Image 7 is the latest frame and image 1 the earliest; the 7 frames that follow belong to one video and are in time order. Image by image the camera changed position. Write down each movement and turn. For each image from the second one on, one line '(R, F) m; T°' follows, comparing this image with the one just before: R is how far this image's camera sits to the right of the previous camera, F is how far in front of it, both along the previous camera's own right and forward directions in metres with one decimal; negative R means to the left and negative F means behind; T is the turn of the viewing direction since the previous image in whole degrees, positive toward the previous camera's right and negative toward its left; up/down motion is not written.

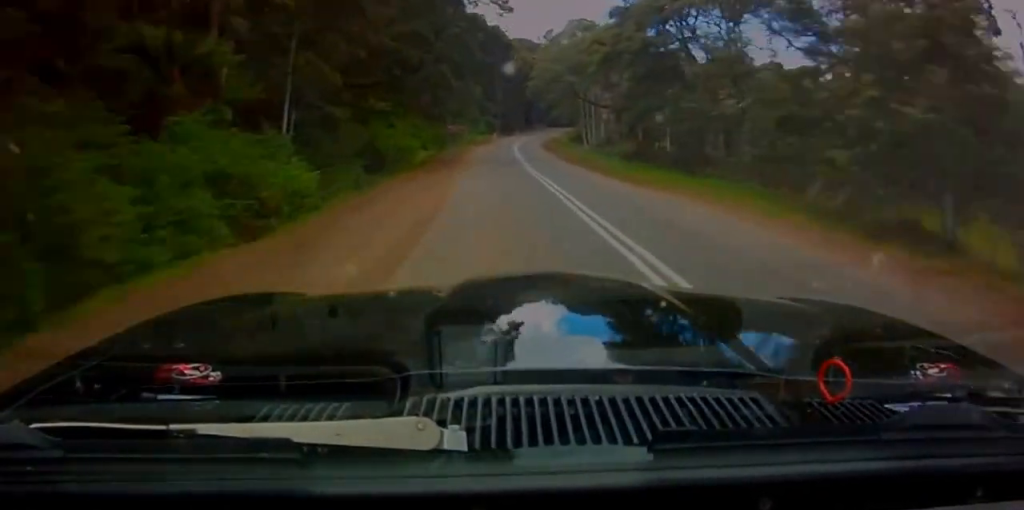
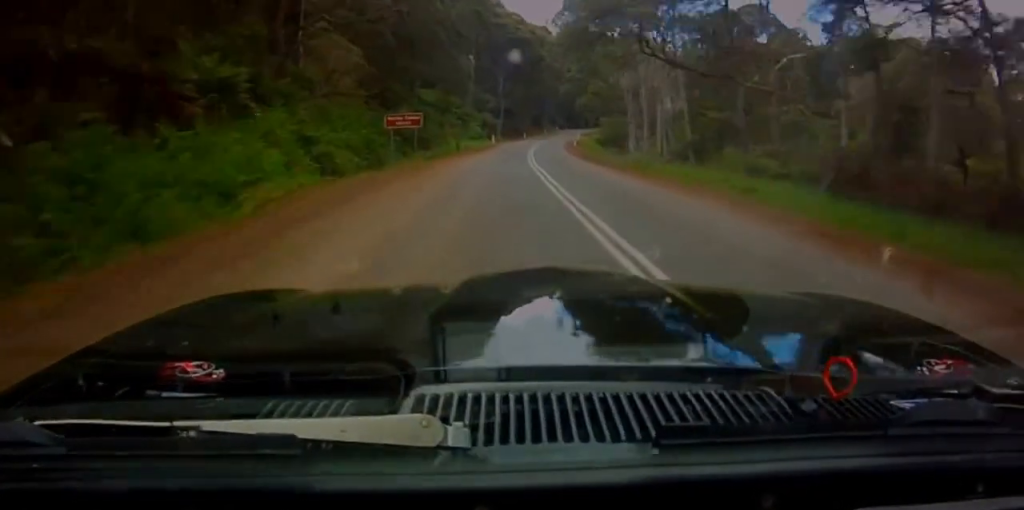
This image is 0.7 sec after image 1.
(0.0, +34.5) m; -1°
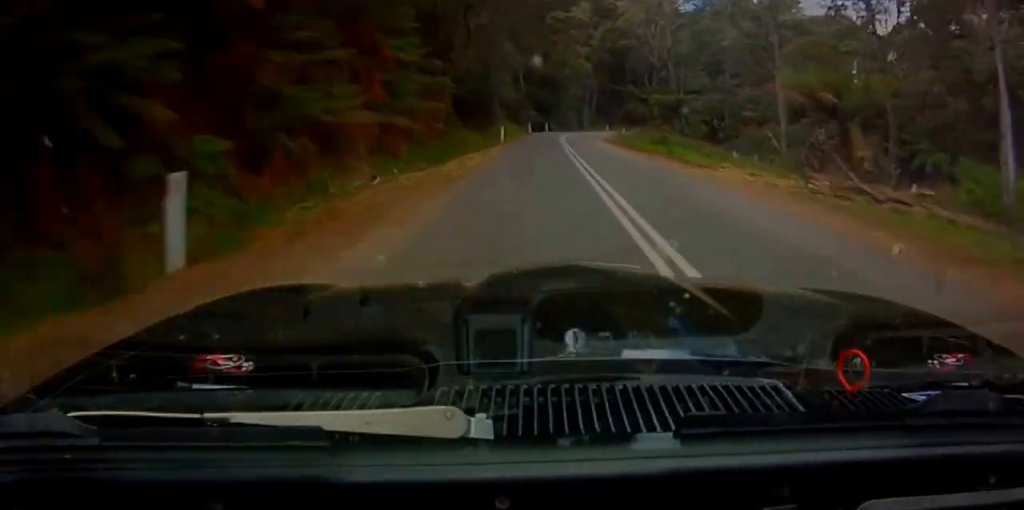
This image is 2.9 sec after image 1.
(-1.8, +100.1) m; +2°
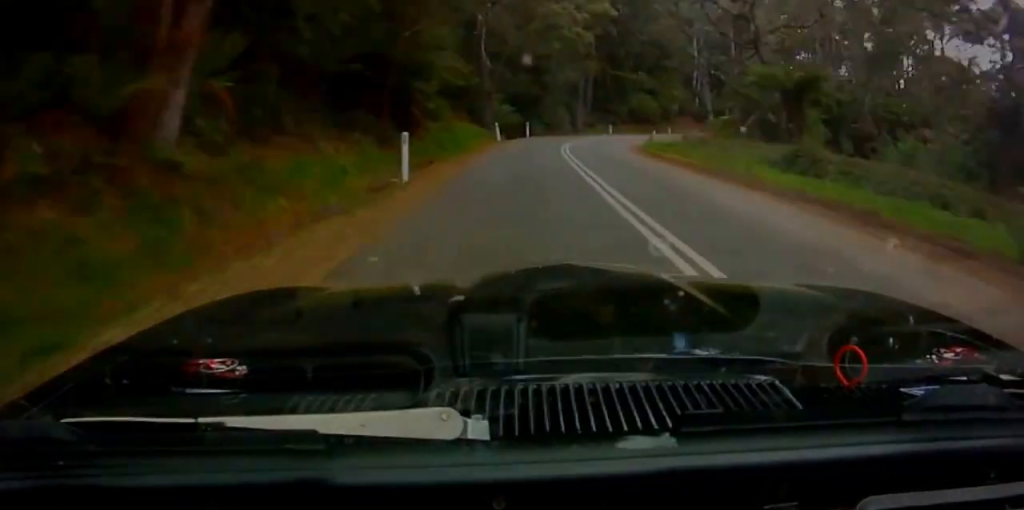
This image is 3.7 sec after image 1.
(+1.2, +30.8) m; +3°
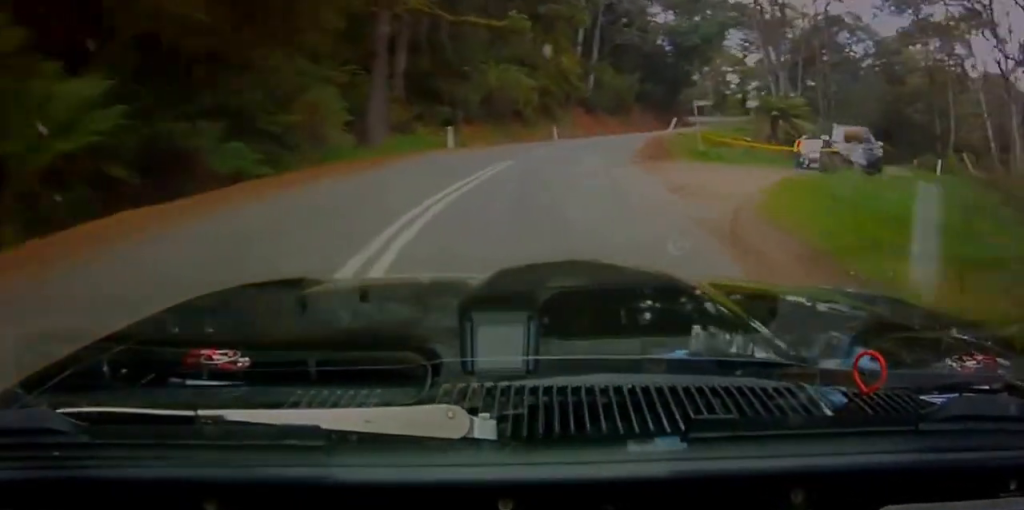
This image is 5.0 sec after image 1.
(+1.8, +45.3) m; +11°
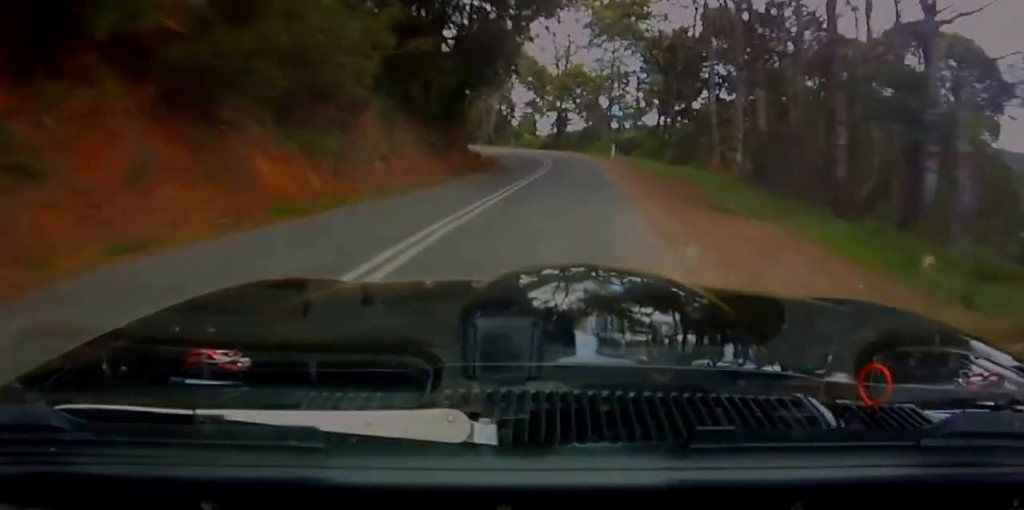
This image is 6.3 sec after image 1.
(+8.0, +41.1) m; +16°
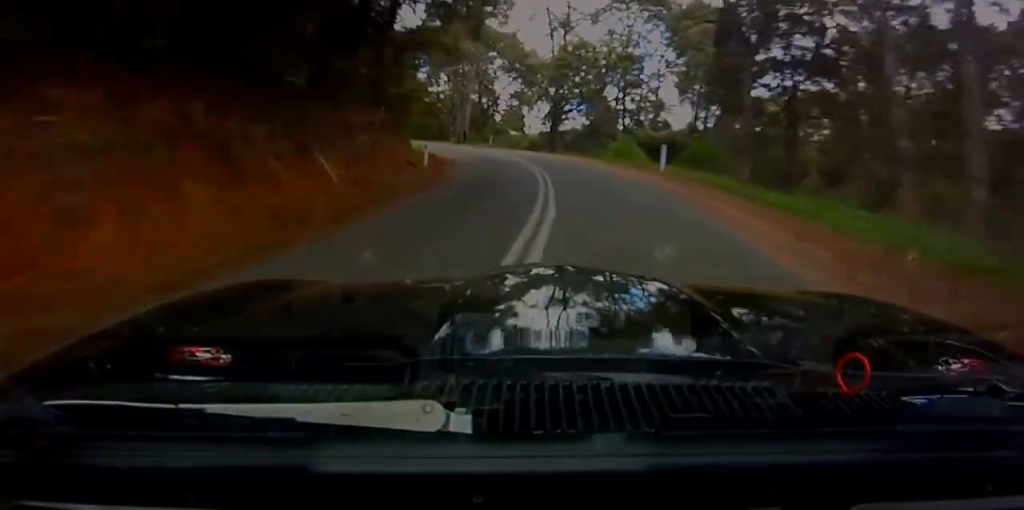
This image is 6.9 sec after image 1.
(0.0, +17.8) m; 0°
